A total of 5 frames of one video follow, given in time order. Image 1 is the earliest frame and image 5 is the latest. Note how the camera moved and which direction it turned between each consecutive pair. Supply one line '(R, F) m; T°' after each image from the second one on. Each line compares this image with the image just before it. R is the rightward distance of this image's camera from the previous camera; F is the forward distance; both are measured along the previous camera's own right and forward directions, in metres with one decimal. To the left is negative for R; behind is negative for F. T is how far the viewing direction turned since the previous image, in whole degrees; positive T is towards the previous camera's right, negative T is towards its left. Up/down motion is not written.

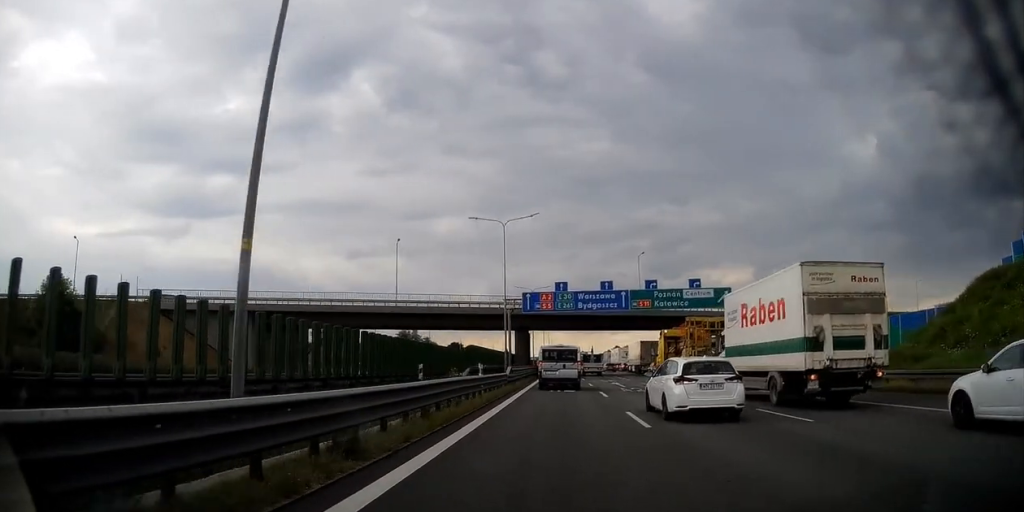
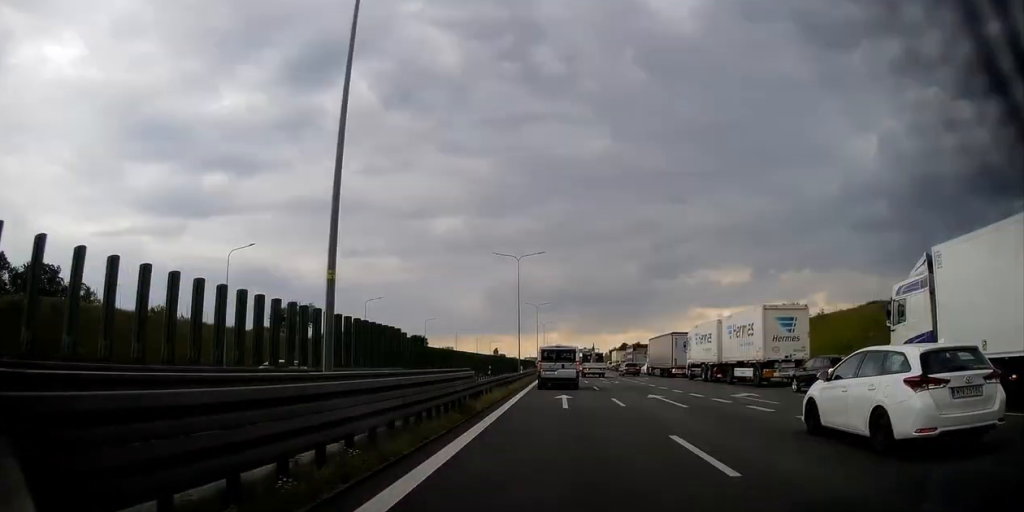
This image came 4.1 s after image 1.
(-0.9, +65.2) m; -1°
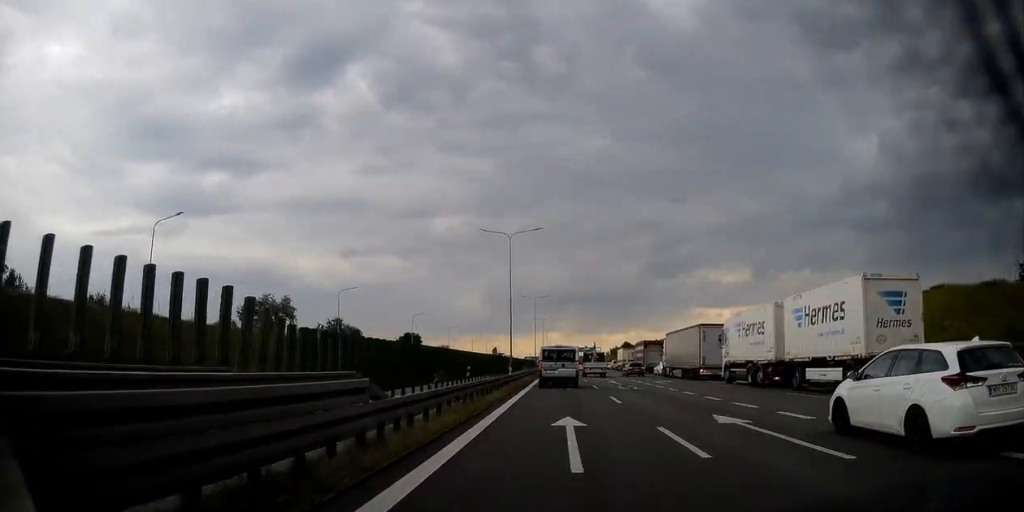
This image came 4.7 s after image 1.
(-0.3, +10.2) m; 0°
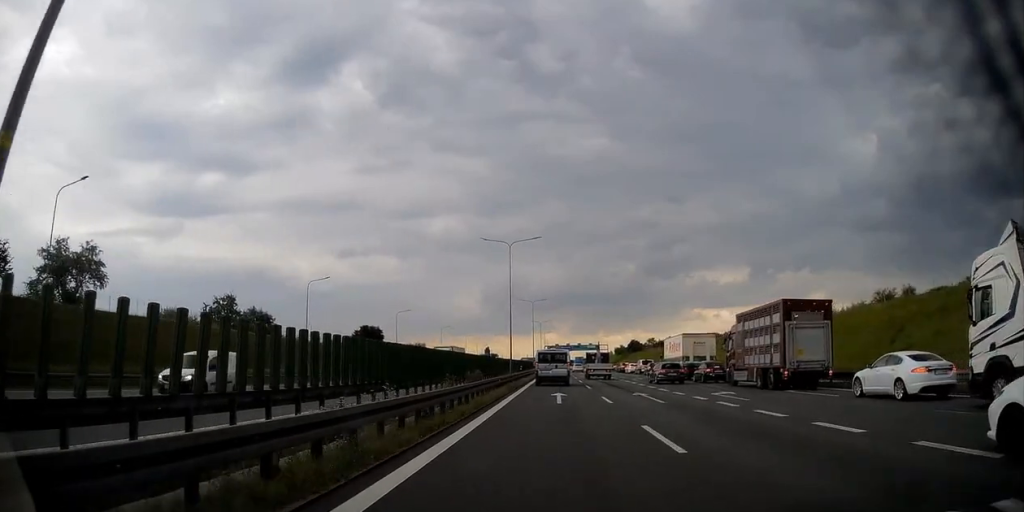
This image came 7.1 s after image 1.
(+0.8, +46.2) m; +1°
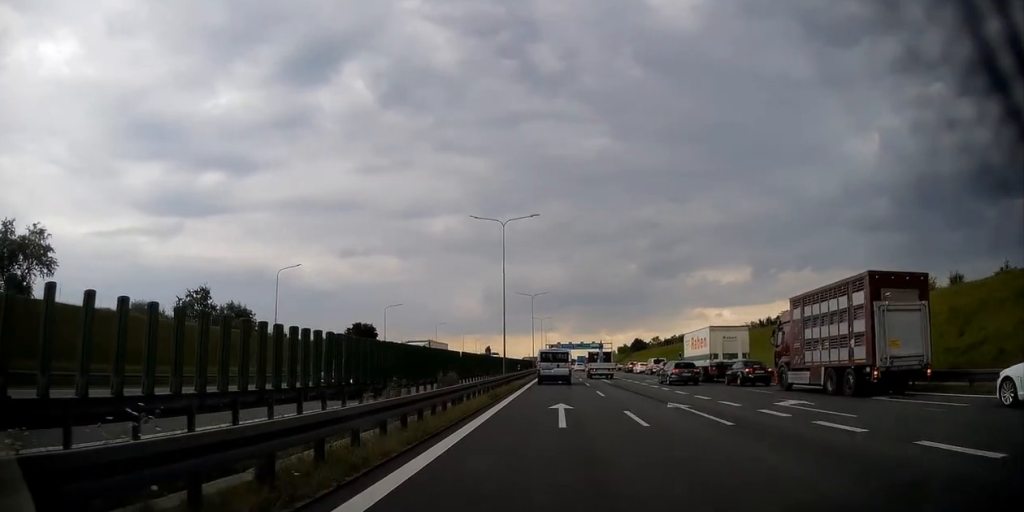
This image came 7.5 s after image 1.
(0.0, +8.0) m; 0°
